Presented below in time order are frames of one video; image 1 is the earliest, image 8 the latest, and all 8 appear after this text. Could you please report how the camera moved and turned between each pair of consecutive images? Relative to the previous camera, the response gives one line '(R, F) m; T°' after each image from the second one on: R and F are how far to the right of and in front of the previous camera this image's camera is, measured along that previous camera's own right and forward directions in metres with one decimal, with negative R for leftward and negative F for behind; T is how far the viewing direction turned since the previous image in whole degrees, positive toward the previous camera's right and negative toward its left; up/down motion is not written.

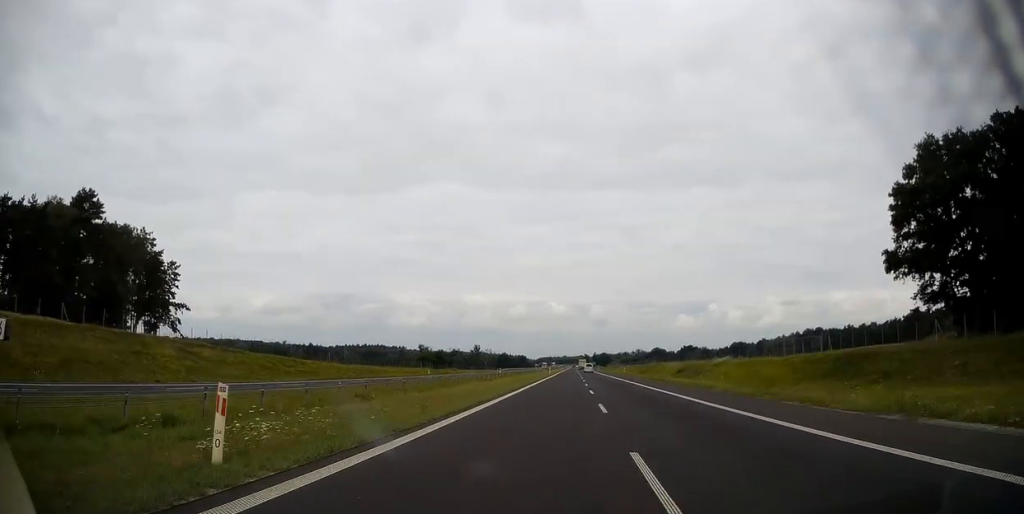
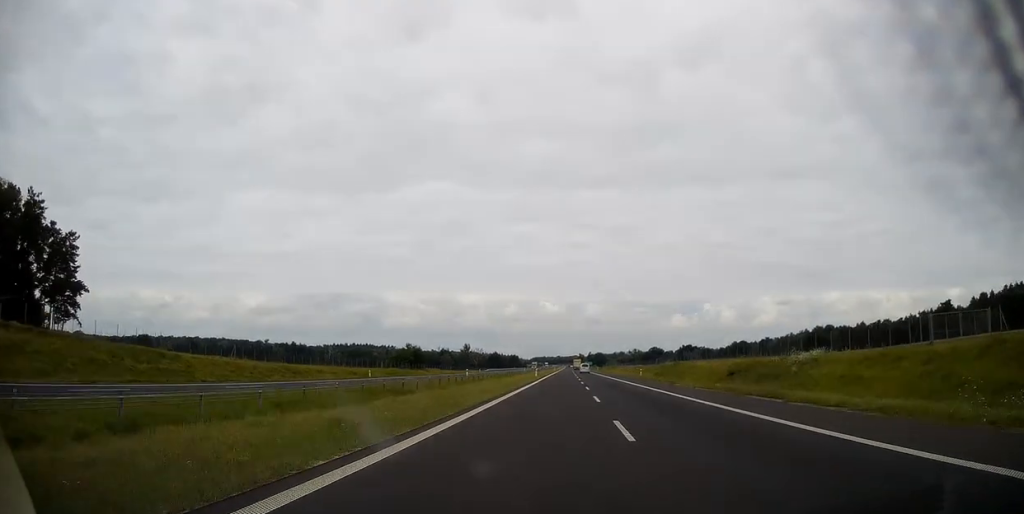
(0.0, +30.3) m; 0°
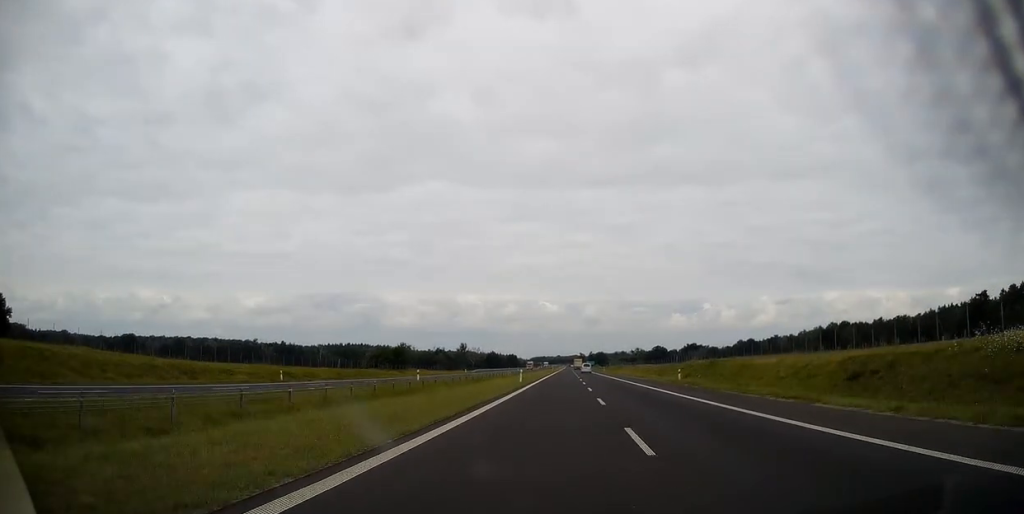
(+0.2, +25.6) m; 0°
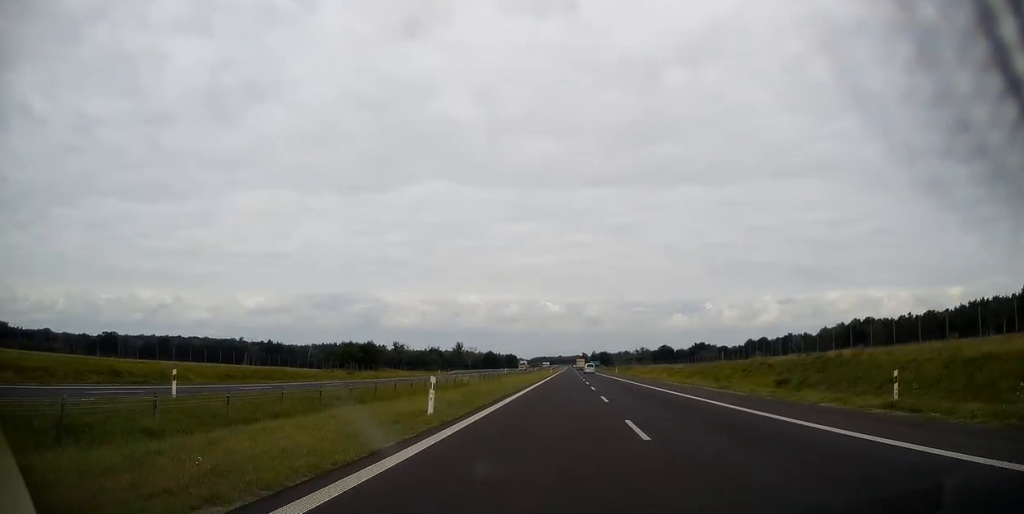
(0.0, +33.7) m; 0°
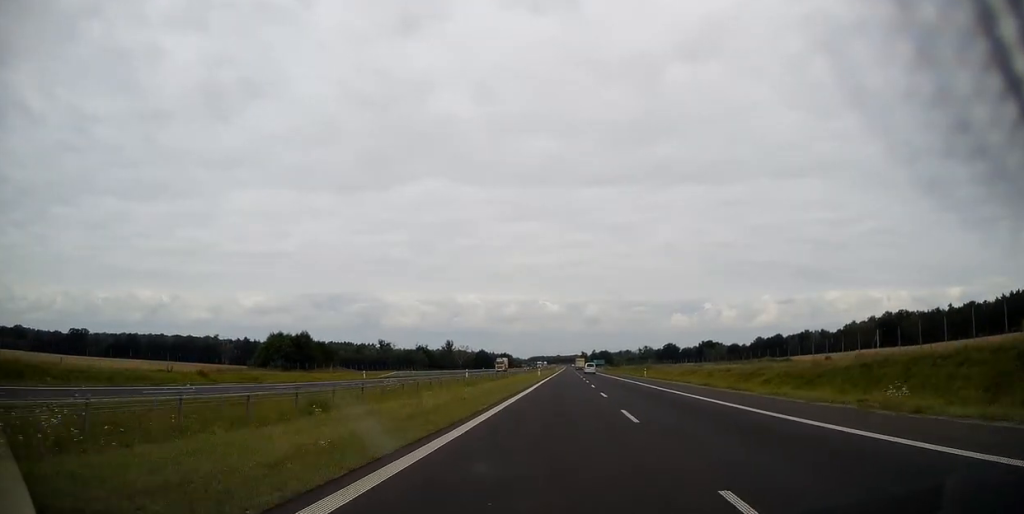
(0.0, +44.2) m; 0°
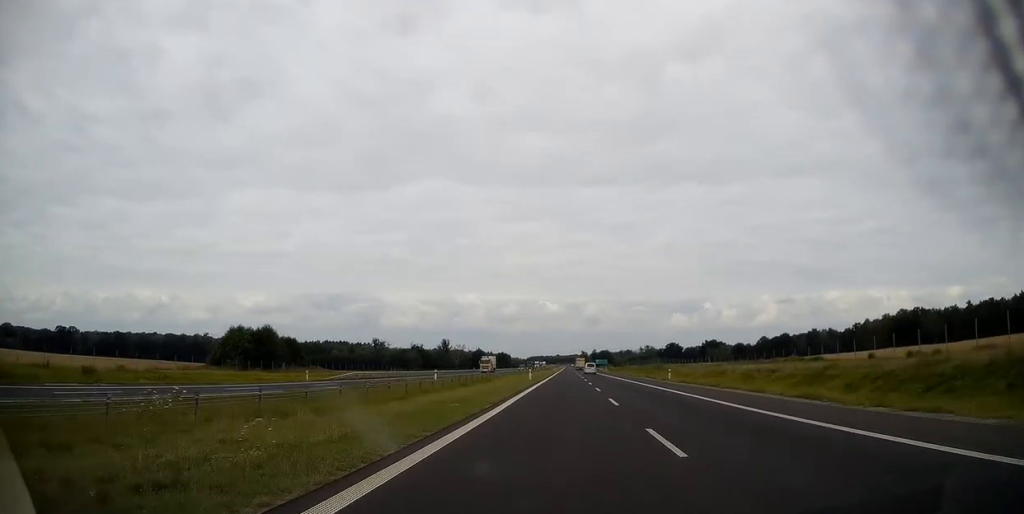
(+0.1, +17.5) m; 0°
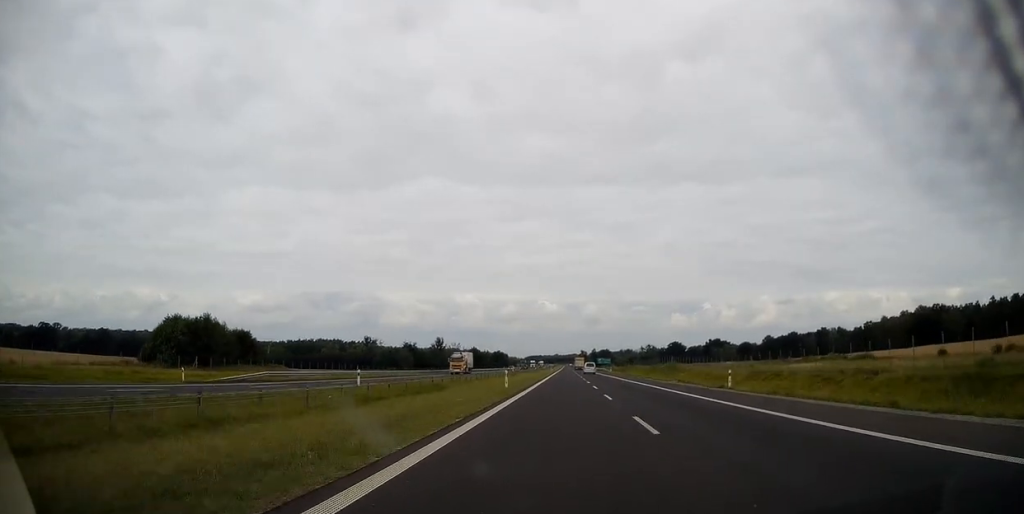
(+0.1, +20.9) m; 0°
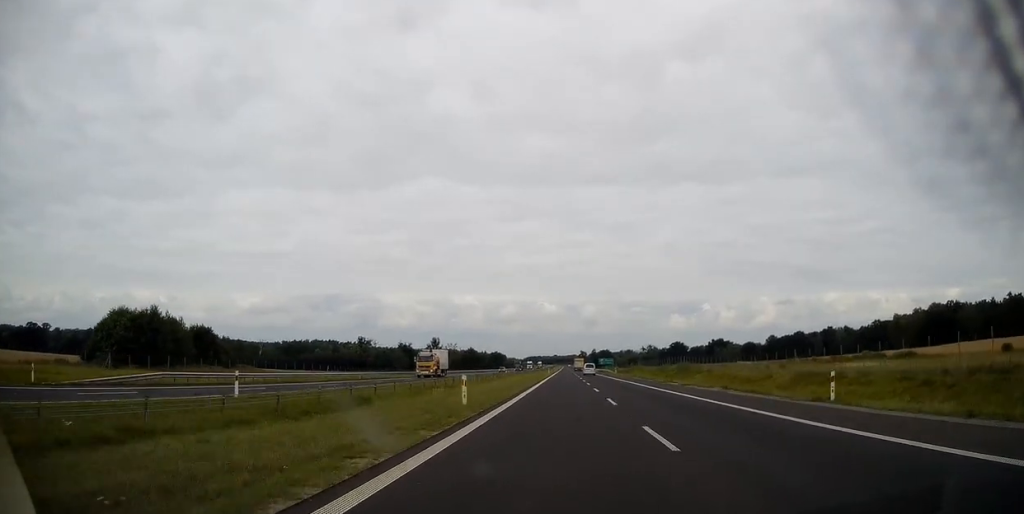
(0.0, +14.0) m; 0°
